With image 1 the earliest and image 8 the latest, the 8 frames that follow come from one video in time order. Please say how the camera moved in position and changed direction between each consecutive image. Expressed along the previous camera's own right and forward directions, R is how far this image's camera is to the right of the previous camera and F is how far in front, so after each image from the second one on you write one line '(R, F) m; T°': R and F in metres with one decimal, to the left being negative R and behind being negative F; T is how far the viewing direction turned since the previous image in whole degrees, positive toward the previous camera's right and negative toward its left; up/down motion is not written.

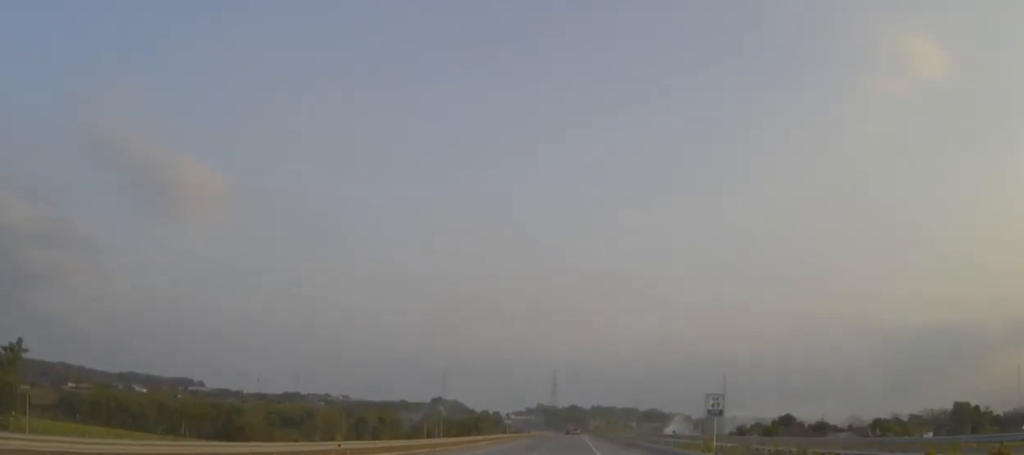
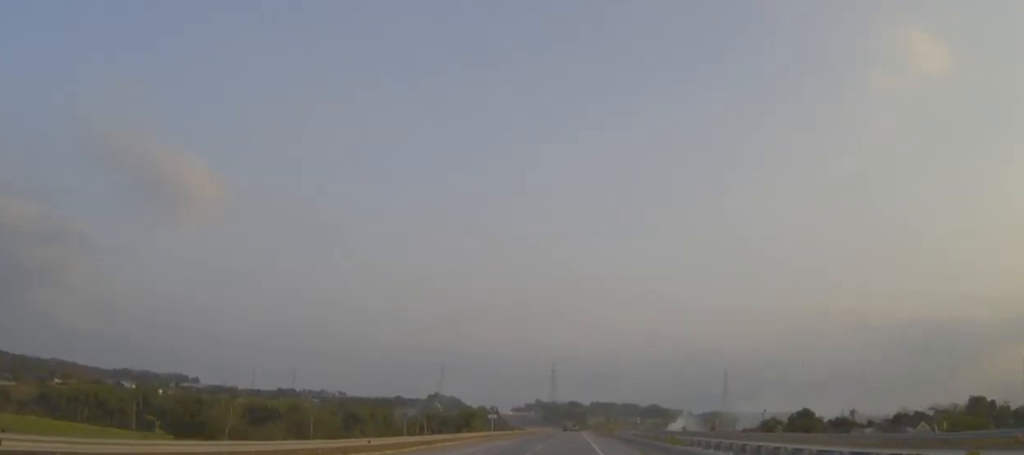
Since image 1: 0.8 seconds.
(+0.1, +19.7) m; 0°
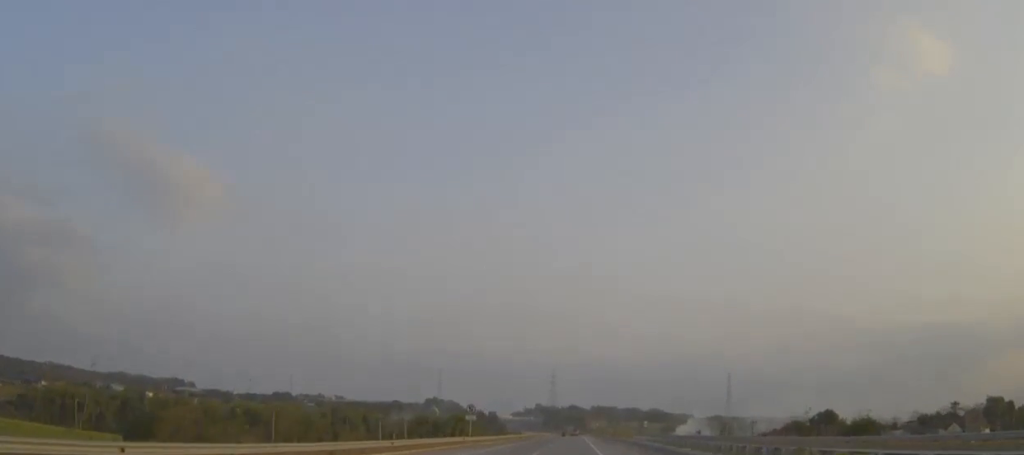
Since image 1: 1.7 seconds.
(0.0, +19.9) m; 0°
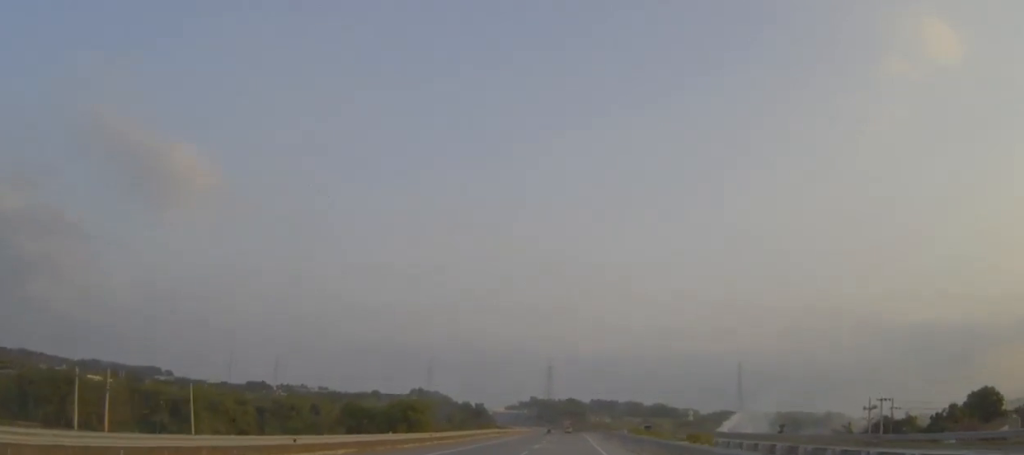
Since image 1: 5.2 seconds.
(0.0, +86.2) m; 0°
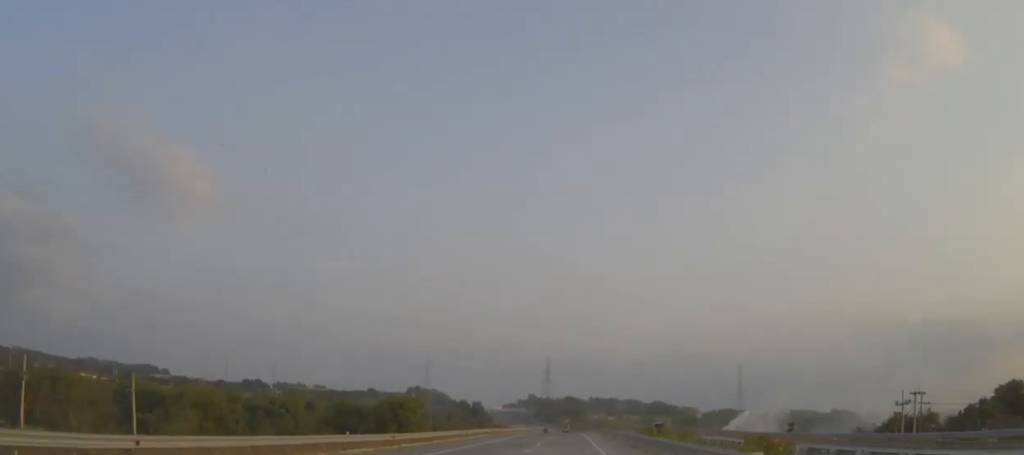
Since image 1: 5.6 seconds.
(0.0, +10.1) m; 0°
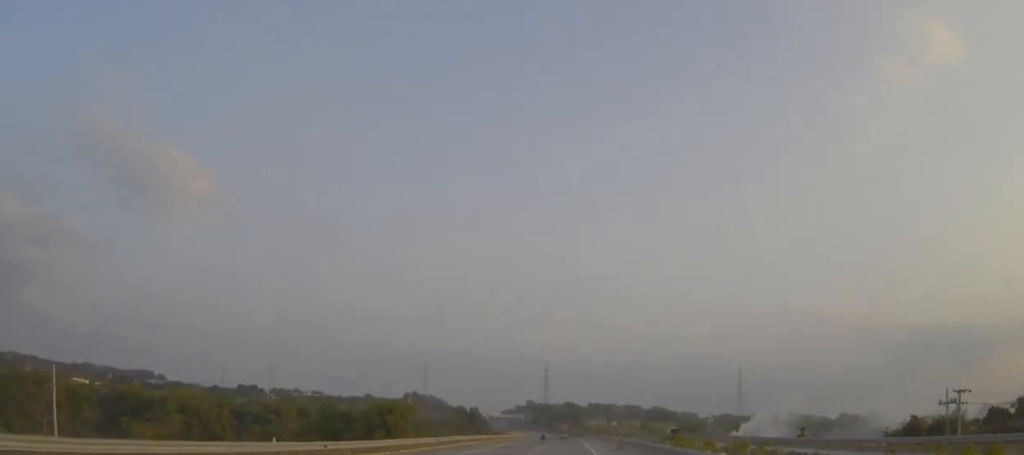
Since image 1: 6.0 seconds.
(0.0, +10.9) m; 0°
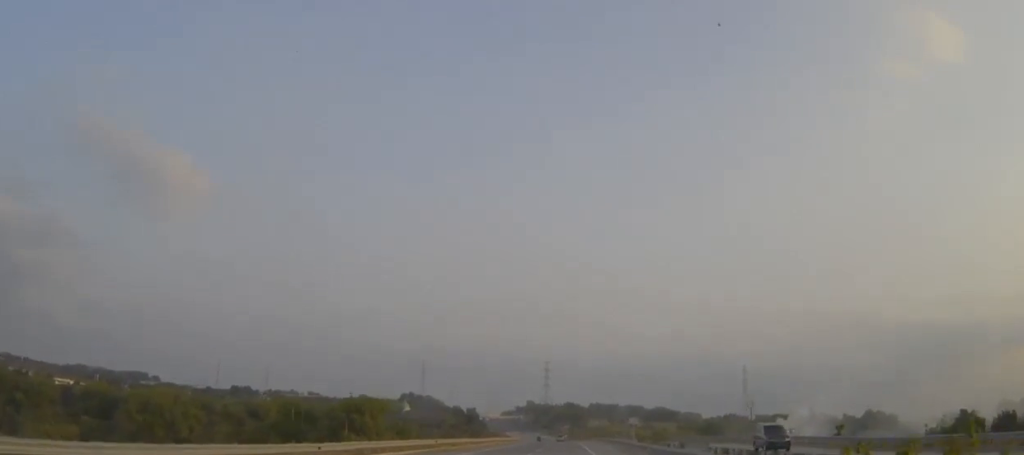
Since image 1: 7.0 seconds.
(0.0, +25.0) m; 0°
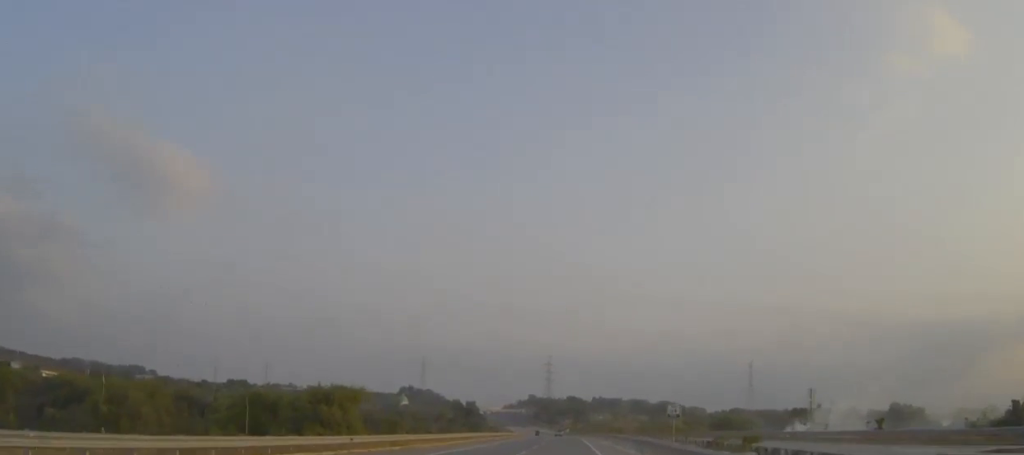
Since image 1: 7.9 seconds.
(0.0, +20.3) m; 0°
